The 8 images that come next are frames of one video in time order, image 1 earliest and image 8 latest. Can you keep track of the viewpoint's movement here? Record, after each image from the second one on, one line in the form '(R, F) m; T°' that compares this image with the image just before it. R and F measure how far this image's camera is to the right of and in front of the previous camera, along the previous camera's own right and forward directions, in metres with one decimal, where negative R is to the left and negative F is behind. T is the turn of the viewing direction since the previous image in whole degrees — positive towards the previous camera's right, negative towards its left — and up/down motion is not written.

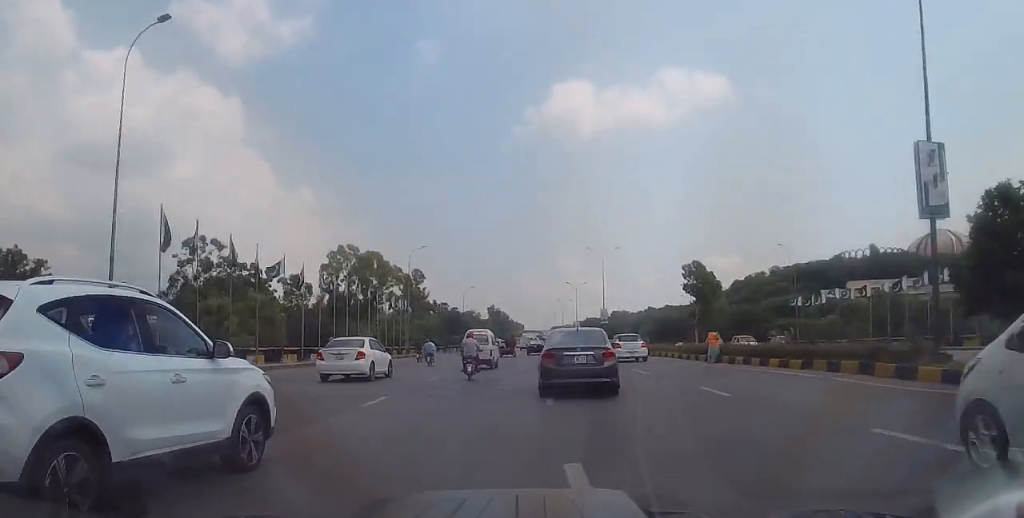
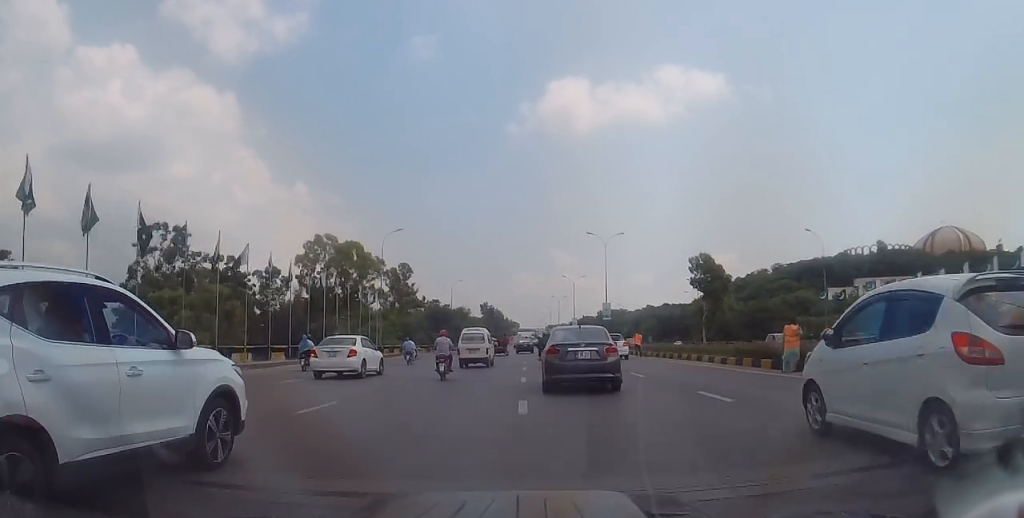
(0.0, +10.1) m; -1°
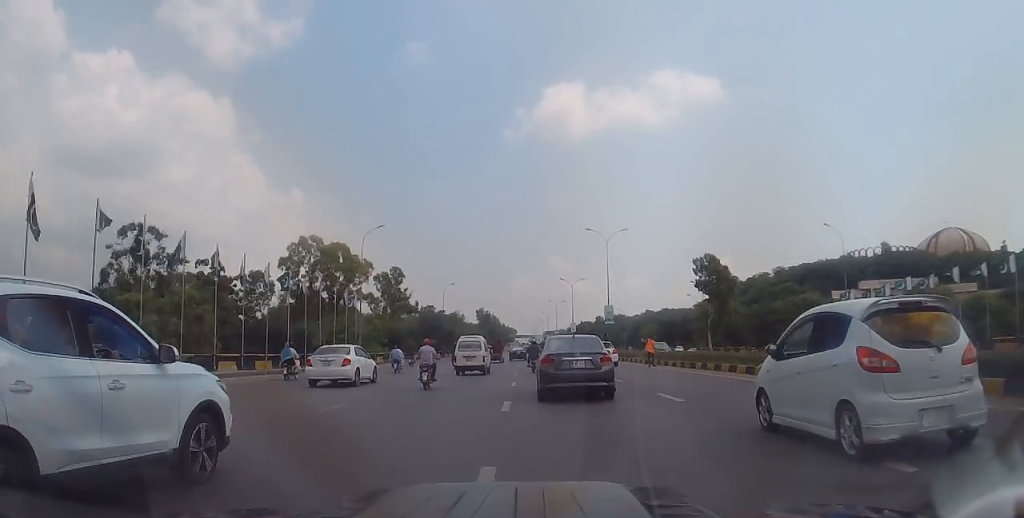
(0.0, +5.9) m; 0°
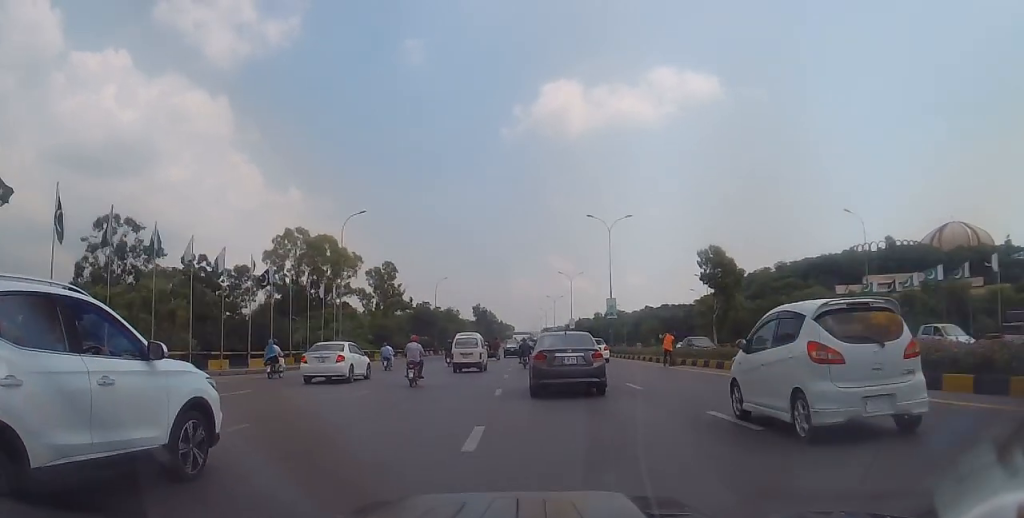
(-0.1, +5.1) m; 0°
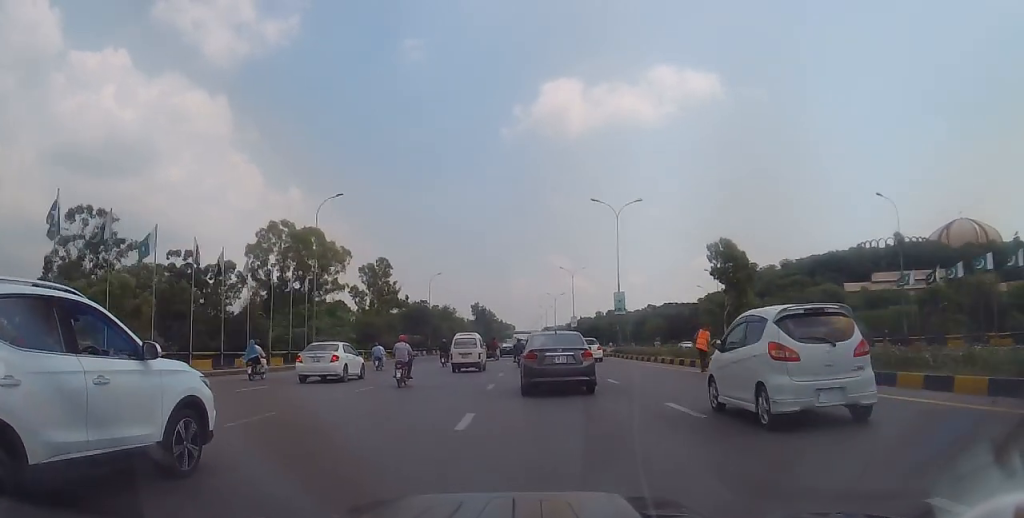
(0.0, +6.4) m; 0°
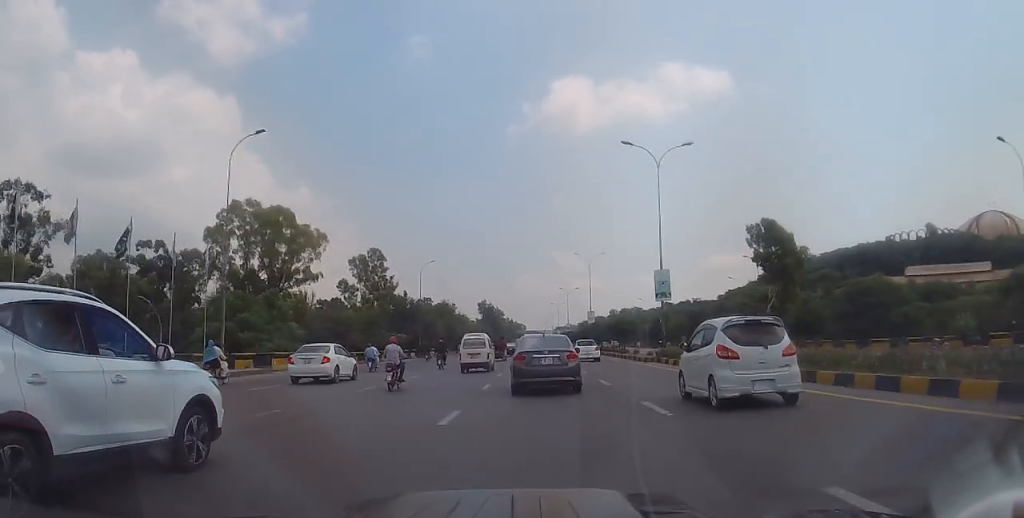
(+0.1, +15.3) m; 0°
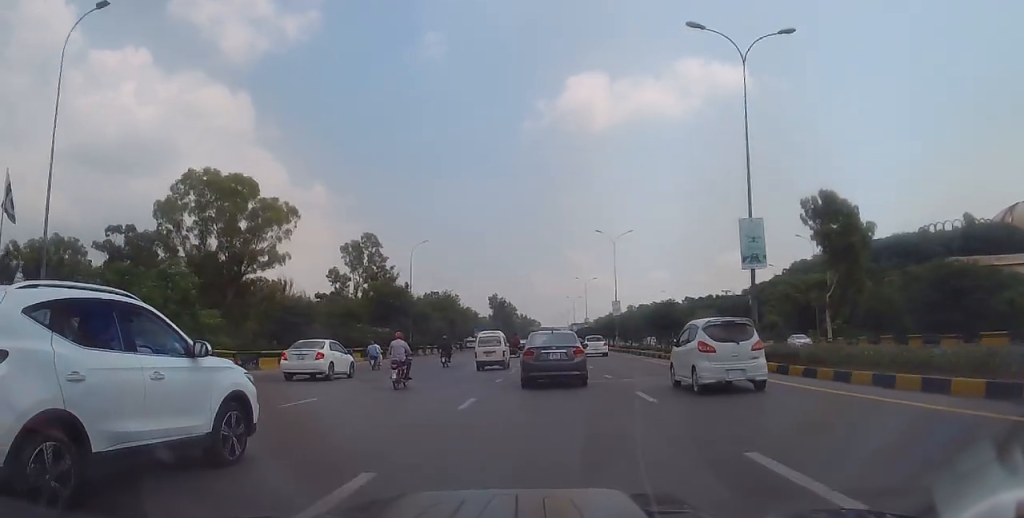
(-0.1, +14.4) m; -1°
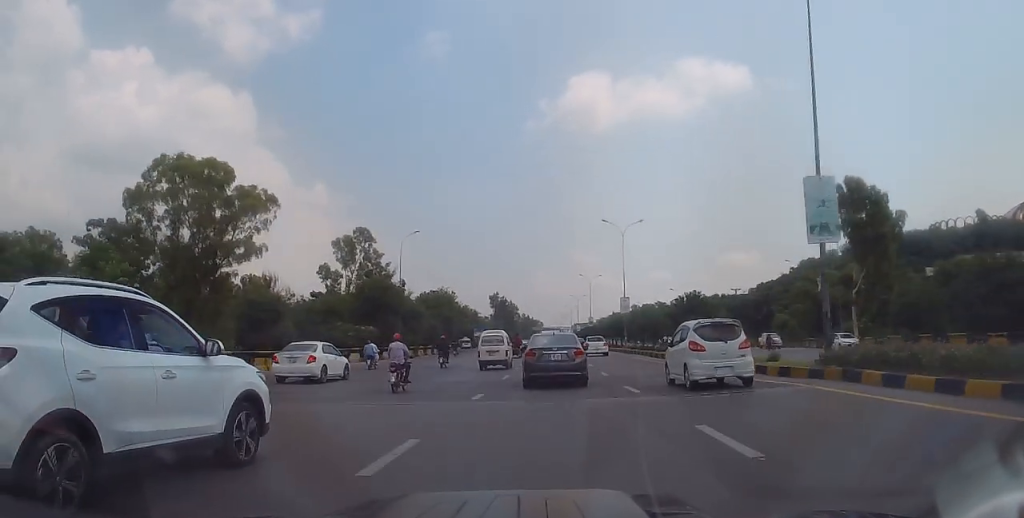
(-0.3, +5.9) m; 0°
